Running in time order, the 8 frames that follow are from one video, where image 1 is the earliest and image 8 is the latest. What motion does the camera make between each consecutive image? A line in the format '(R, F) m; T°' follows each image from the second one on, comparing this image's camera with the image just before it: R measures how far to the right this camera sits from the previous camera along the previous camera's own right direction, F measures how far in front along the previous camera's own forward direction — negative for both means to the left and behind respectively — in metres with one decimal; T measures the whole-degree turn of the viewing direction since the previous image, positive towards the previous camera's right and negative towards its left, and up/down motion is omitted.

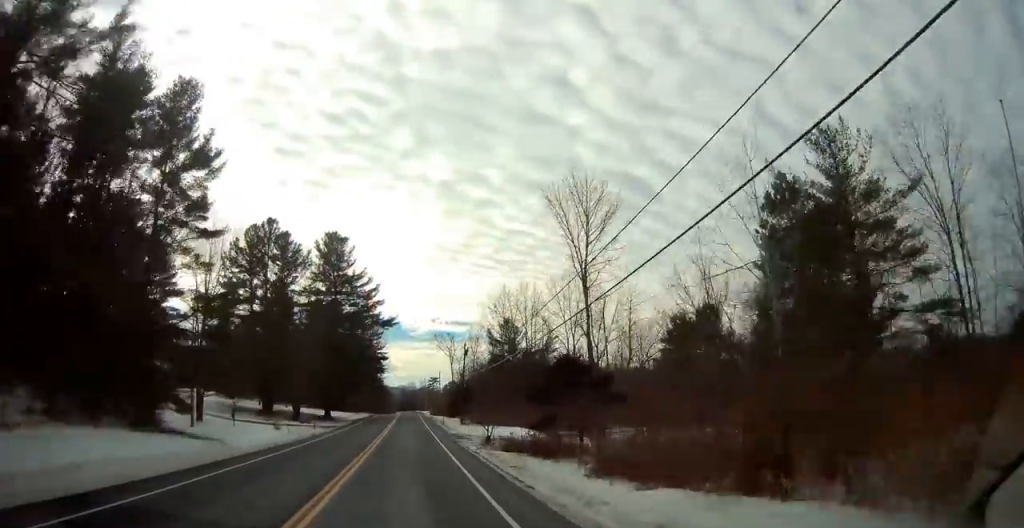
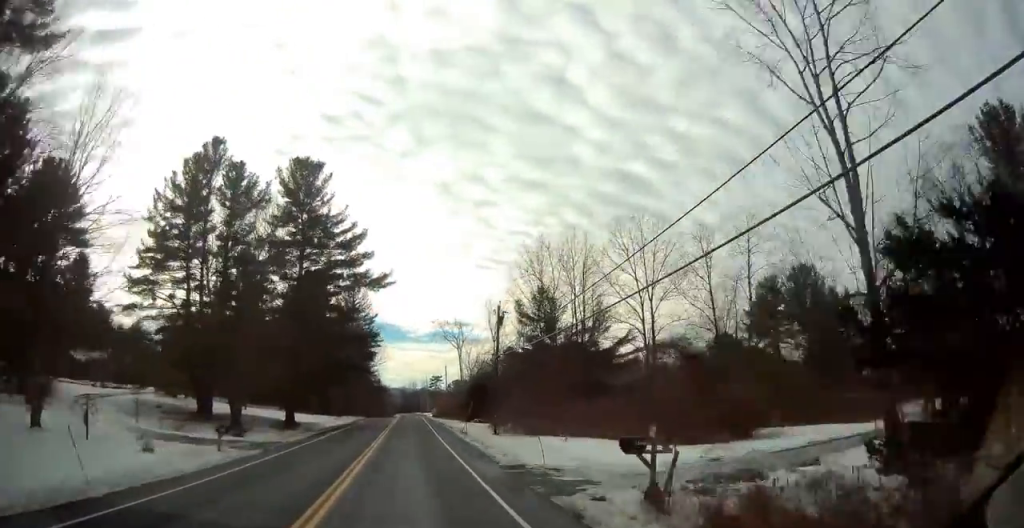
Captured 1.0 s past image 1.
(+0.4, +24.3) m; +1°
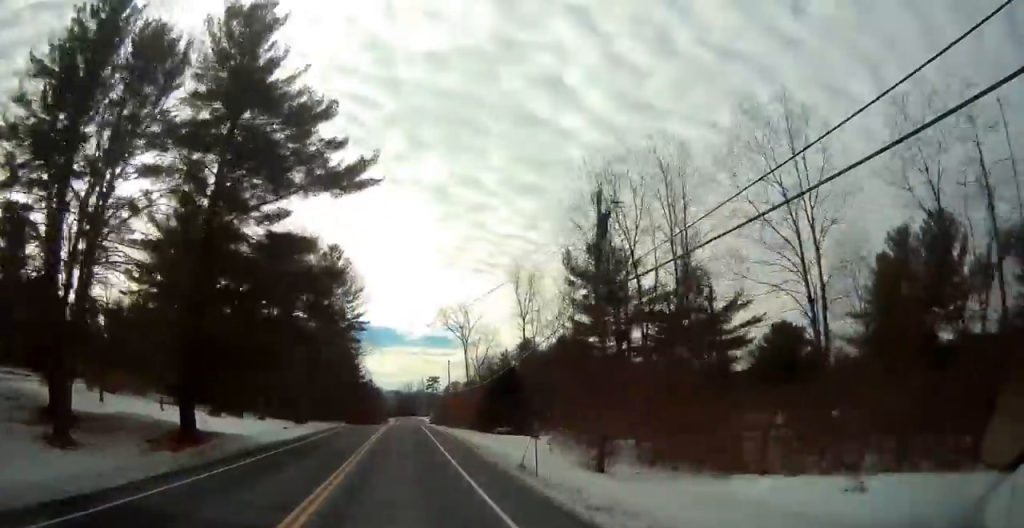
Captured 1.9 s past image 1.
(+0.1, +23.3) m; 0°
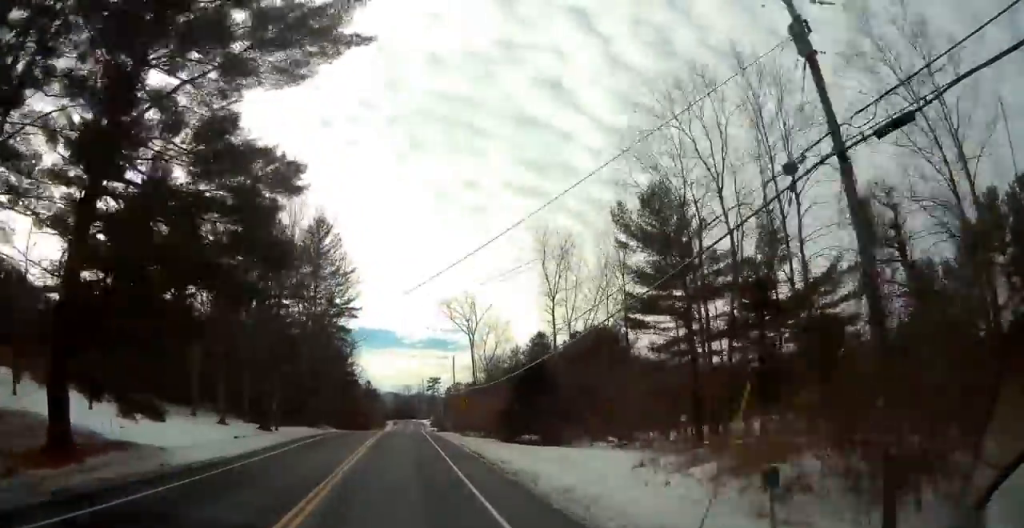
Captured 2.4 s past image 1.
(-0.1, +11.7) m; 0°
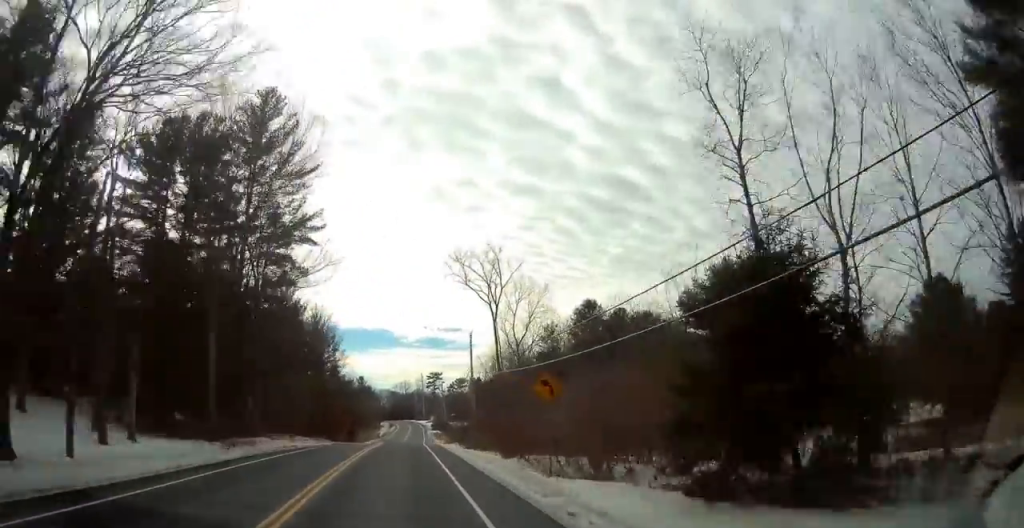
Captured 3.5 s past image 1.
(0.0, +27.7) m; +1°
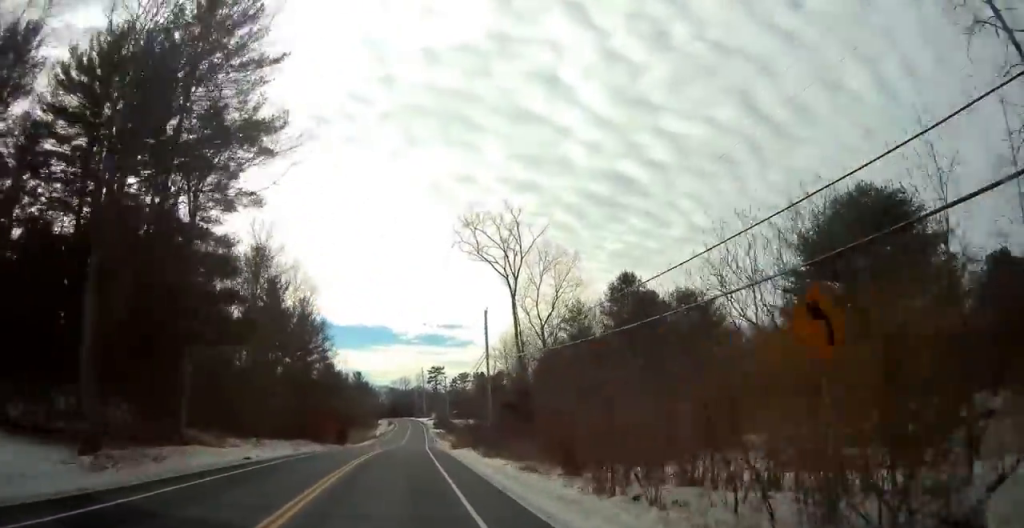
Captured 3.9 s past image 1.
(0.0, +11.6) m; 0°
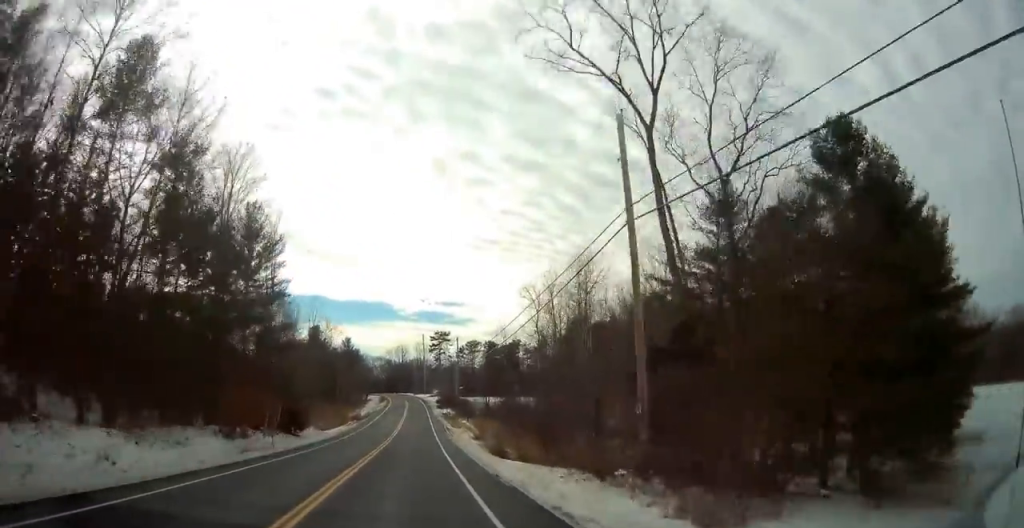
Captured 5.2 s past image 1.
(+0.3, +32.2) m; 0°
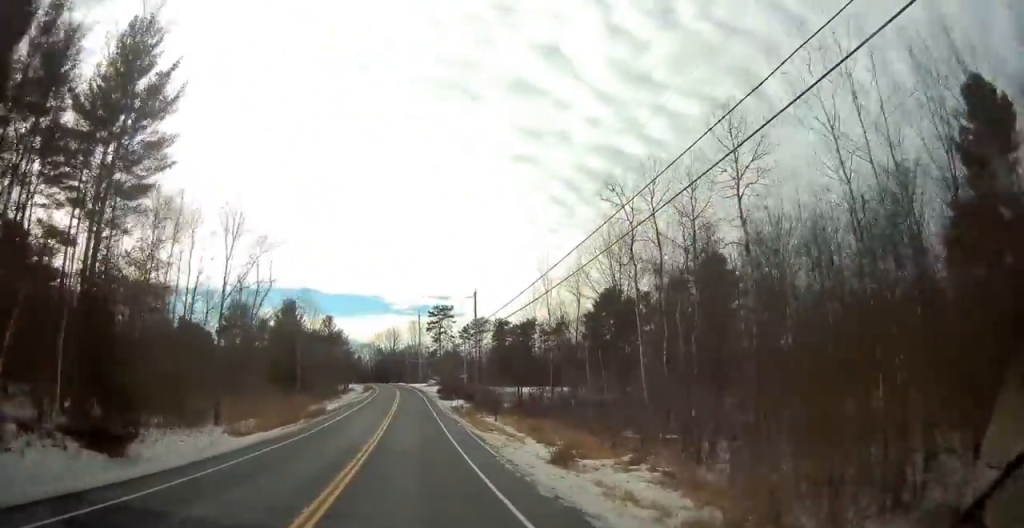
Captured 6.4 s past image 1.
(-0.3, +29.6) m; 0°
